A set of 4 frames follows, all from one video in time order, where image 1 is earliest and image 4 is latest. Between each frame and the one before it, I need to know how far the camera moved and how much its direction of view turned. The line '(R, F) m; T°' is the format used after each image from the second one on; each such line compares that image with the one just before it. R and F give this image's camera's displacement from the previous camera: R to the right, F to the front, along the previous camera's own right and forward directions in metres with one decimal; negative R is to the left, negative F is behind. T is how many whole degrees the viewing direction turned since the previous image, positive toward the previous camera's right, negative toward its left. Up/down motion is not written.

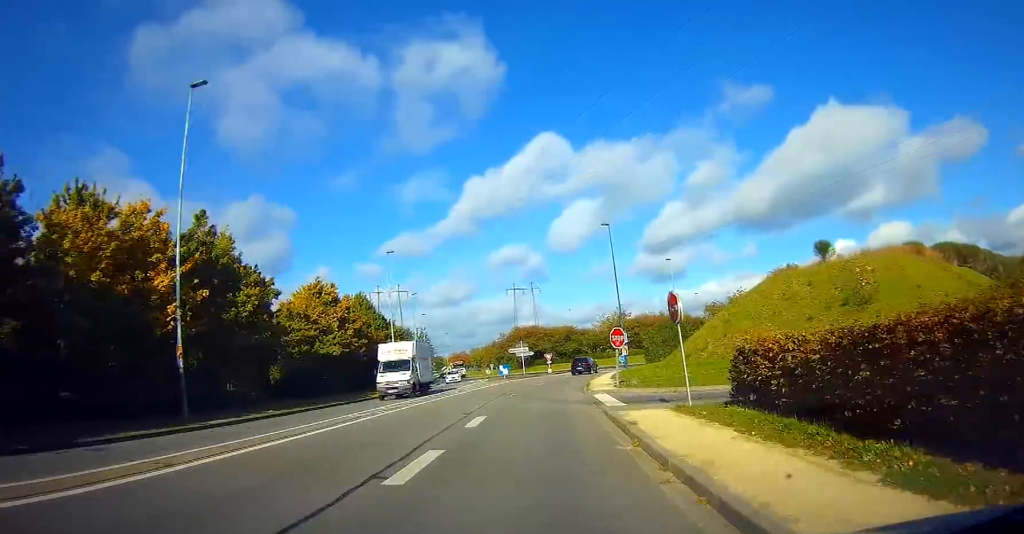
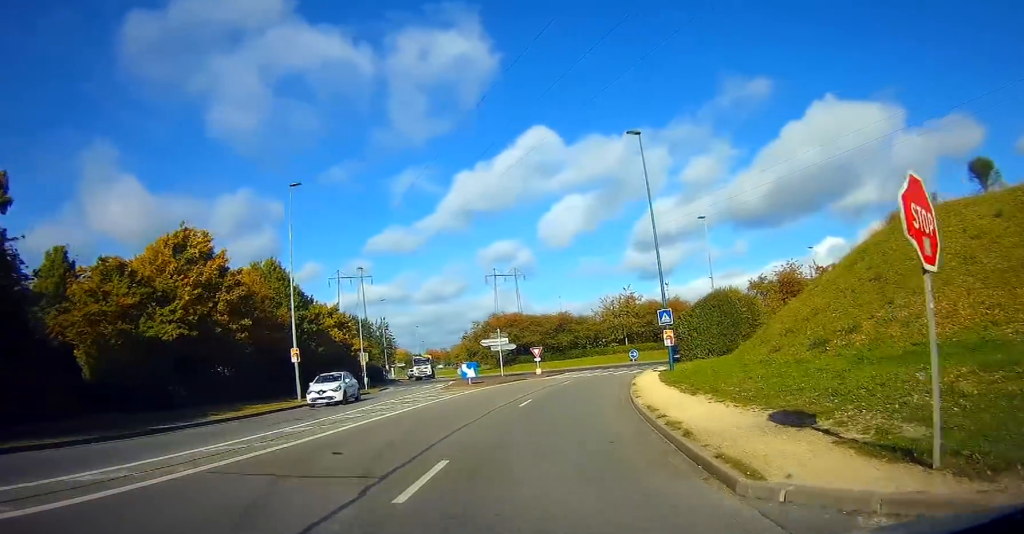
(-0.2, +20.9) m; 0°
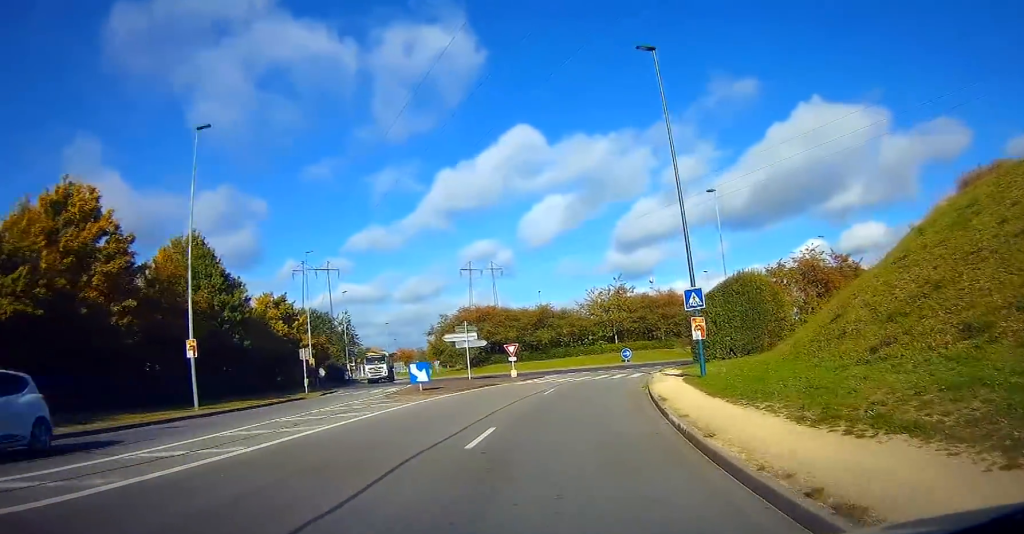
(+0.1, +9.4) m; +1°
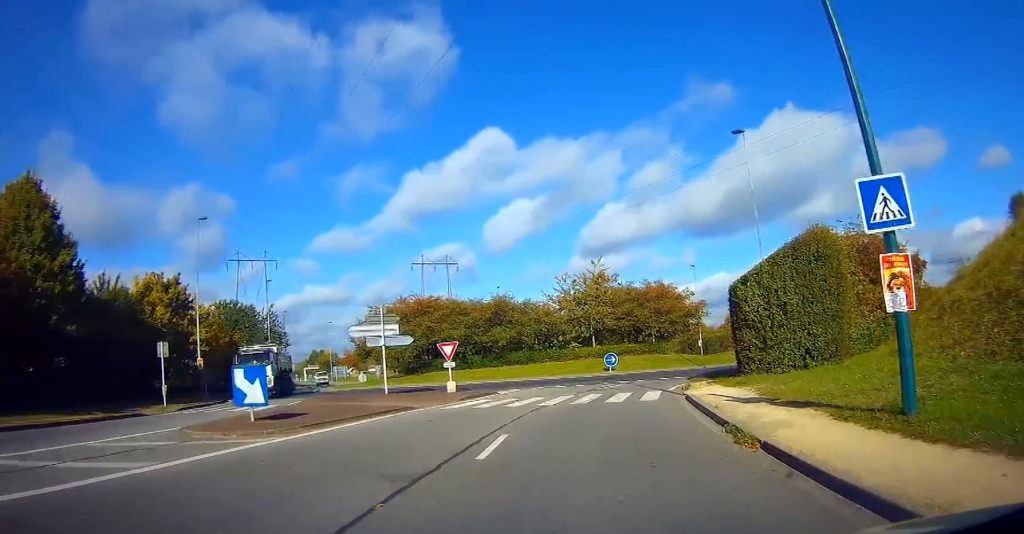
(+0.2, +14.0) m; +3°
